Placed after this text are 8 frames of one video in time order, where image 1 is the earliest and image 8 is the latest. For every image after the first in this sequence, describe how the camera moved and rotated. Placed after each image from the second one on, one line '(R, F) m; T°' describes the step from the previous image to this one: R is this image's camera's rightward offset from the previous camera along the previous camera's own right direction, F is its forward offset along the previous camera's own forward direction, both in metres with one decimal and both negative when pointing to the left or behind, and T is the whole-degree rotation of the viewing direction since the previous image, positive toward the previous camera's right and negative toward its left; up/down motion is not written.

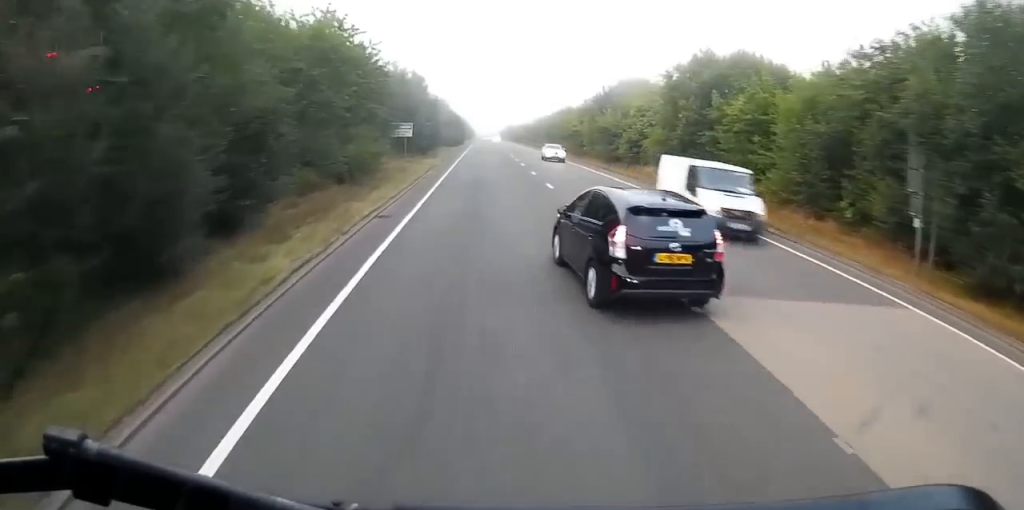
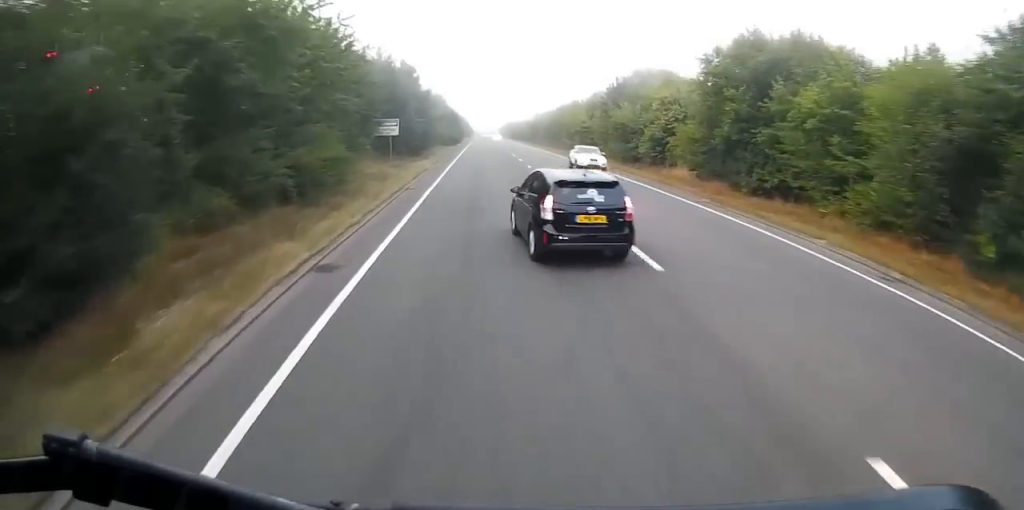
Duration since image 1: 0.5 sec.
(0.0, +6.6) m; 0°
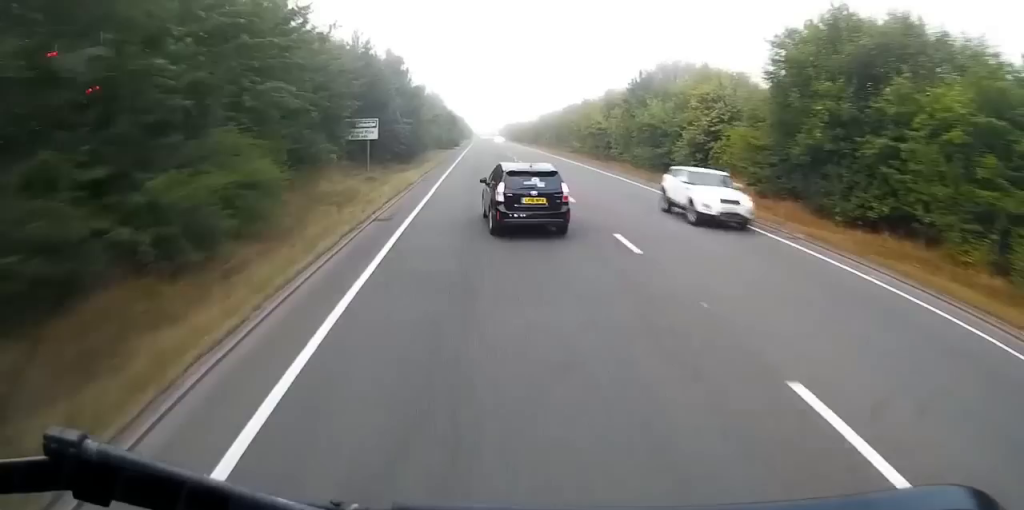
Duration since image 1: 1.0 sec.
(0.0, +7.1) m; 0°
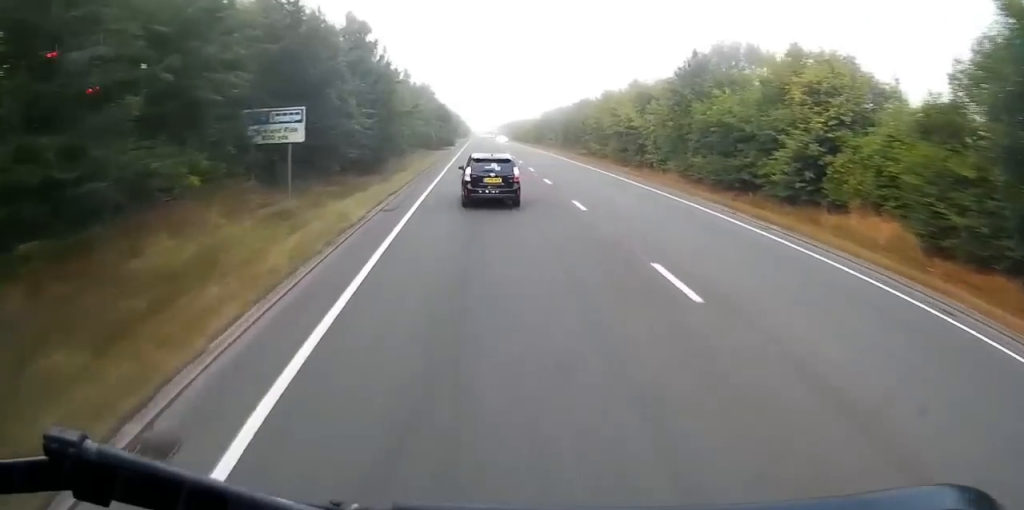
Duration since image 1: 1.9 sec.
(-0.1, +12.4) m; 0°
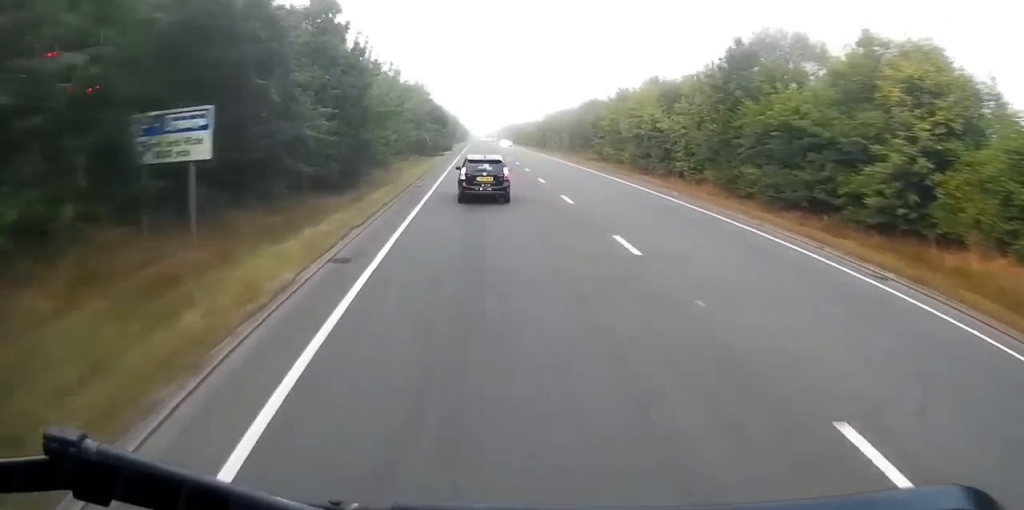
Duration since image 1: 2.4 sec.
(0.0, +6.4) m; 0°
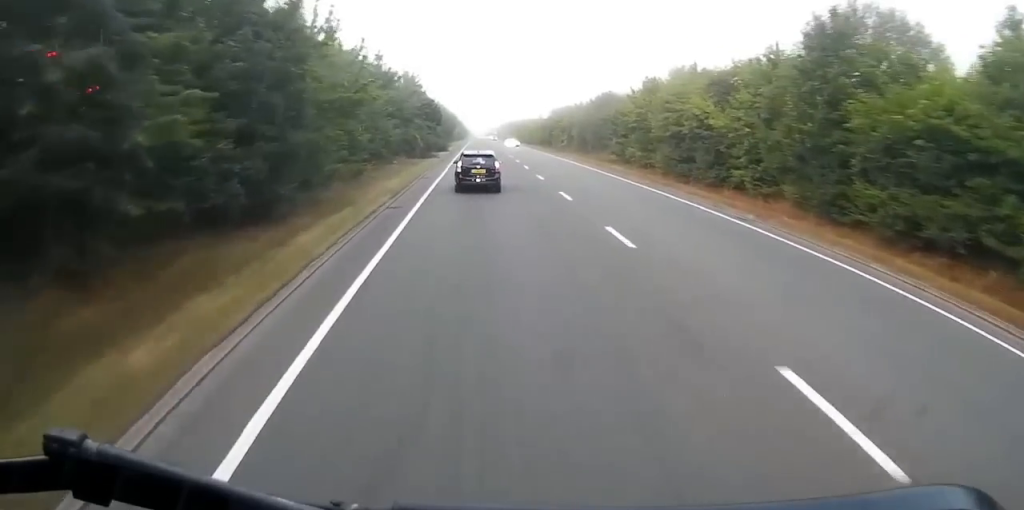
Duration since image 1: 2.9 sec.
(0.0, +8.3) m; 0°
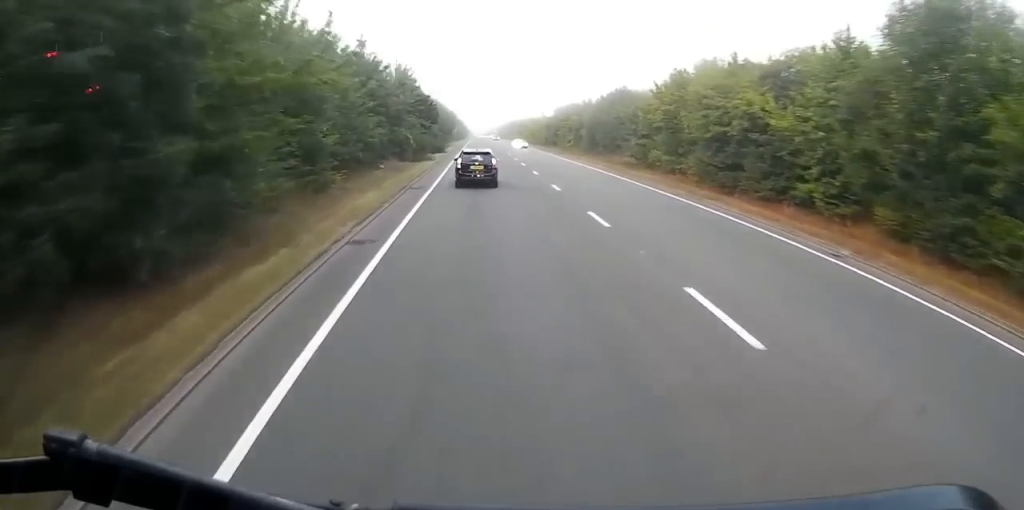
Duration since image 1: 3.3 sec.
(0.0, +6.1) m; 0°
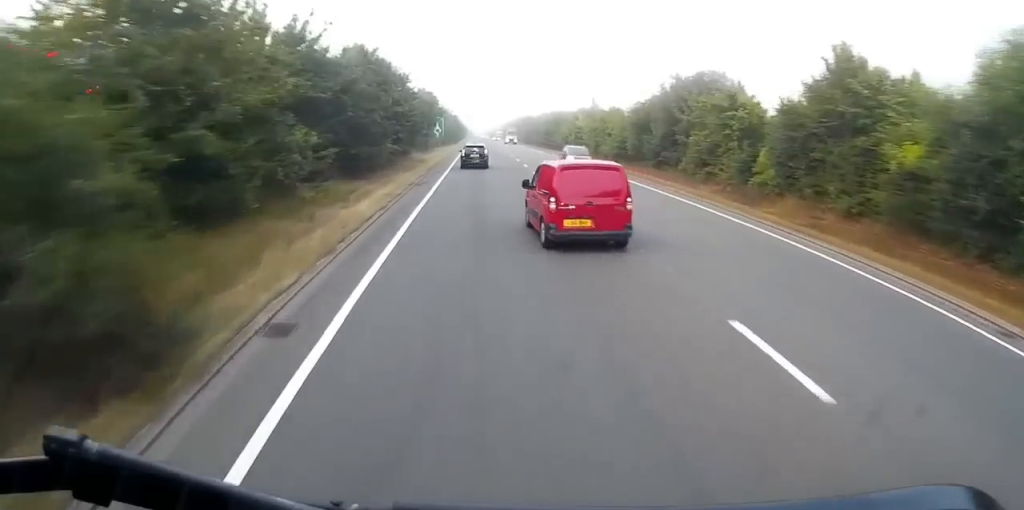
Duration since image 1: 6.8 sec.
(-0.2, +54.8) m; 0°
